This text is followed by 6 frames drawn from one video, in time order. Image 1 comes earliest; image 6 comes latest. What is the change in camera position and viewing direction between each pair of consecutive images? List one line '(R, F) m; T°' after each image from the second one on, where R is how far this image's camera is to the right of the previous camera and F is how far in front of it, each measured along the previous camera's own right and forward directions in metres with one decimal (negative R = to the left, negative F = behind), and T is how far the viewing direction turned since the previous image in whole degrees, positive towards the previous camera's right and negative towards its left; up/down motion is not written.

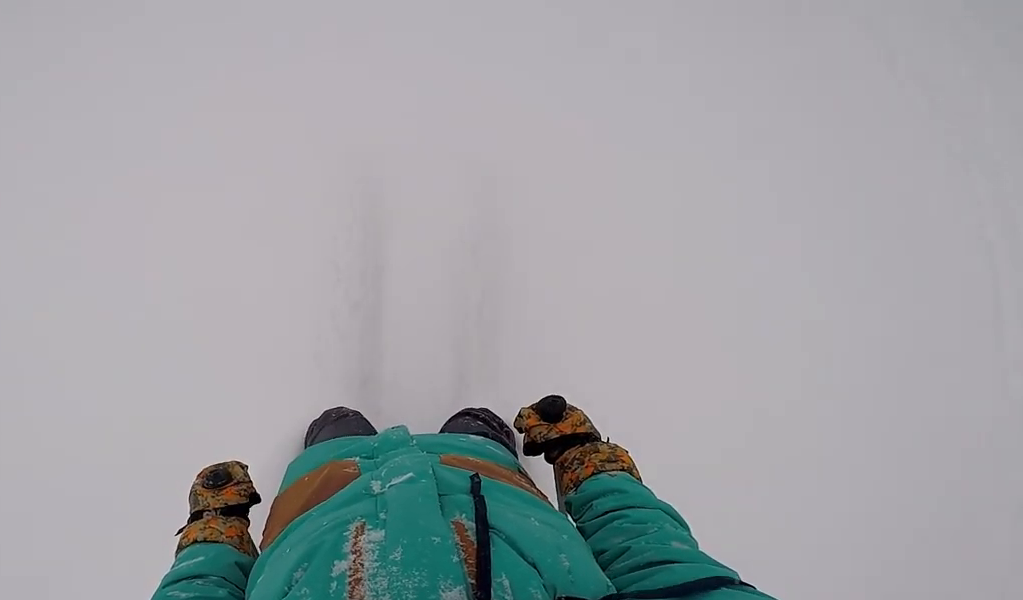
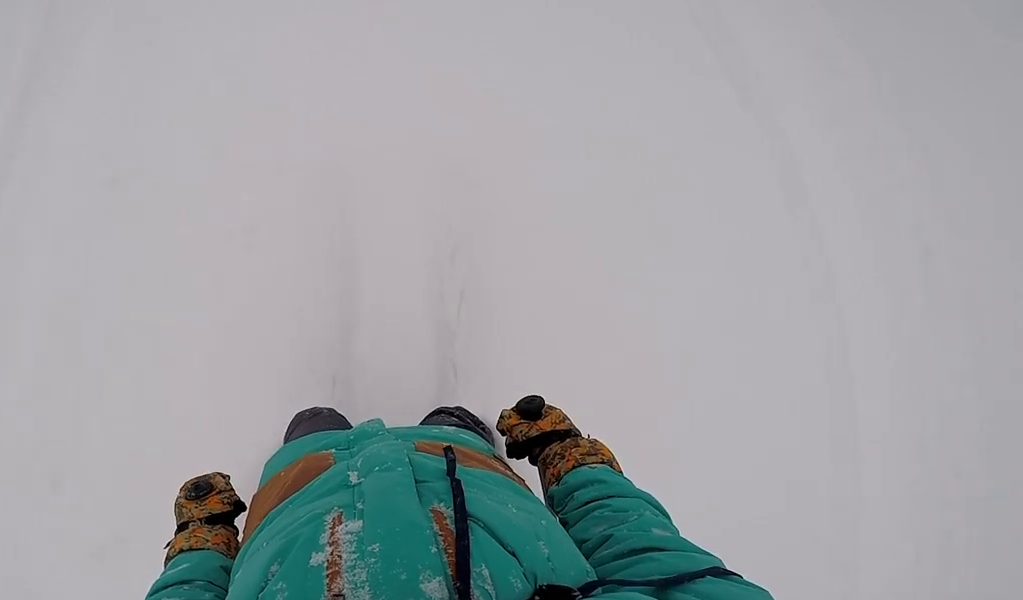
(-1.7, +6.8) m; -19°
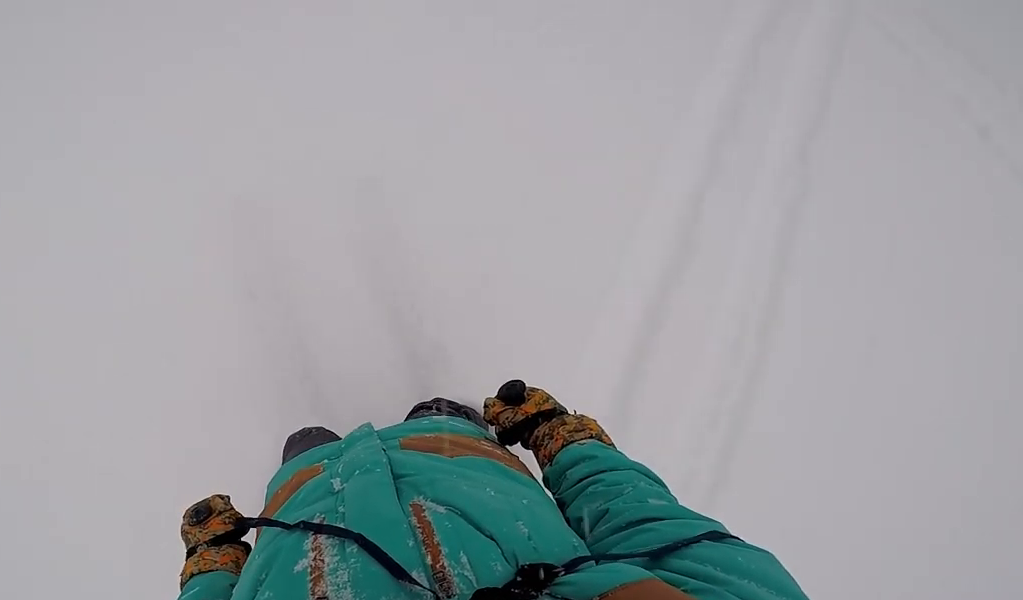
(-1.0, +14.2) m; -2°
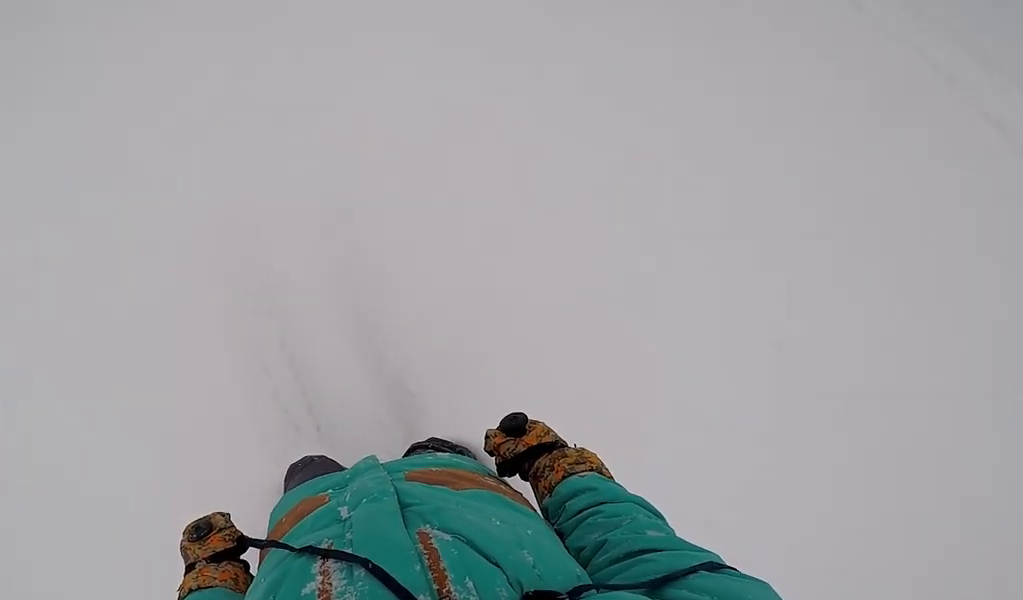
(+0.5, +2.8) m; +5°
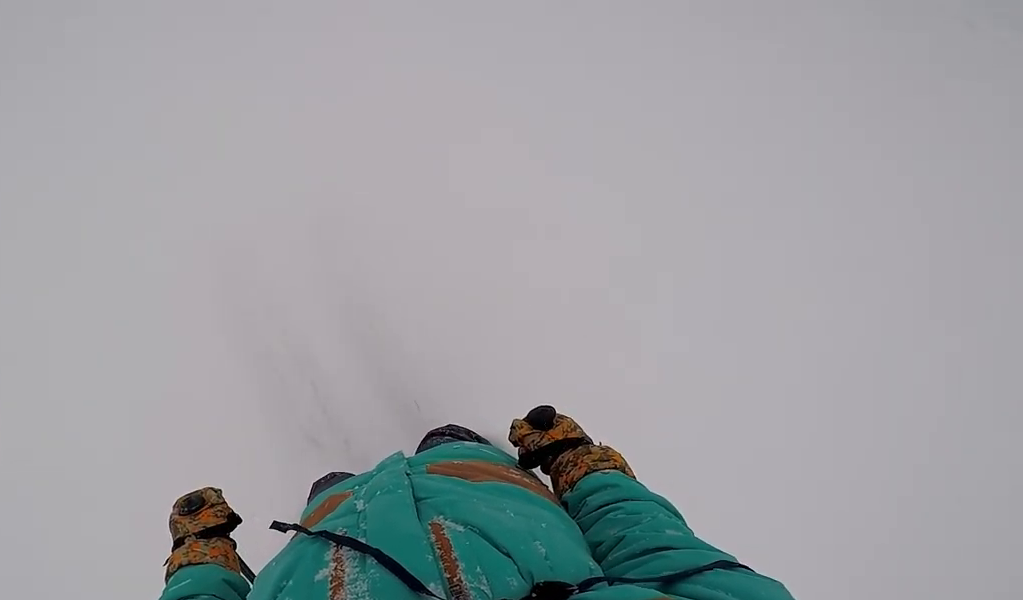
(+1.1, +10.0) m; +8°
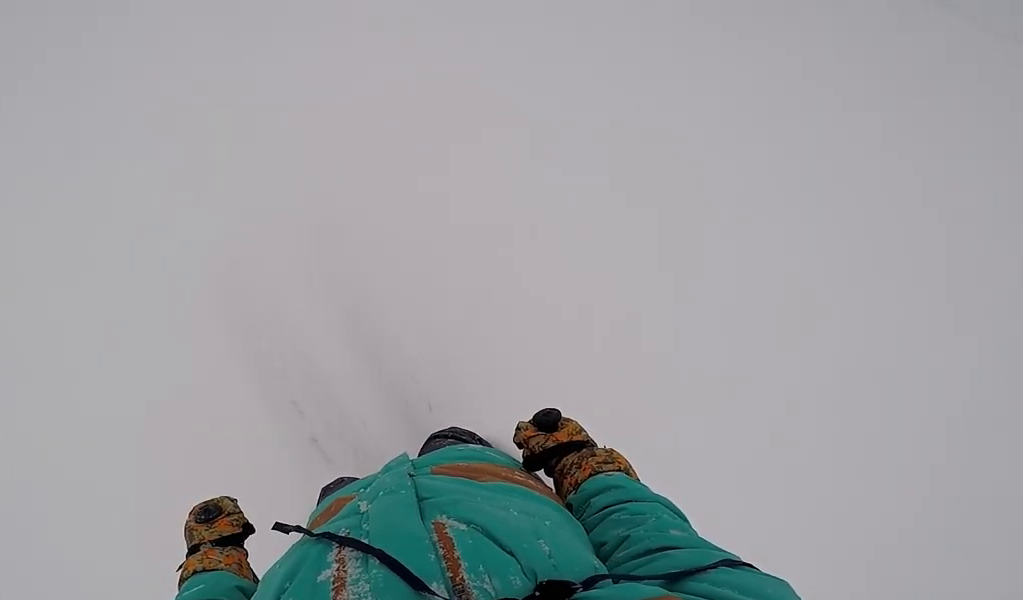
(0.0, +4.0) m; +10°
